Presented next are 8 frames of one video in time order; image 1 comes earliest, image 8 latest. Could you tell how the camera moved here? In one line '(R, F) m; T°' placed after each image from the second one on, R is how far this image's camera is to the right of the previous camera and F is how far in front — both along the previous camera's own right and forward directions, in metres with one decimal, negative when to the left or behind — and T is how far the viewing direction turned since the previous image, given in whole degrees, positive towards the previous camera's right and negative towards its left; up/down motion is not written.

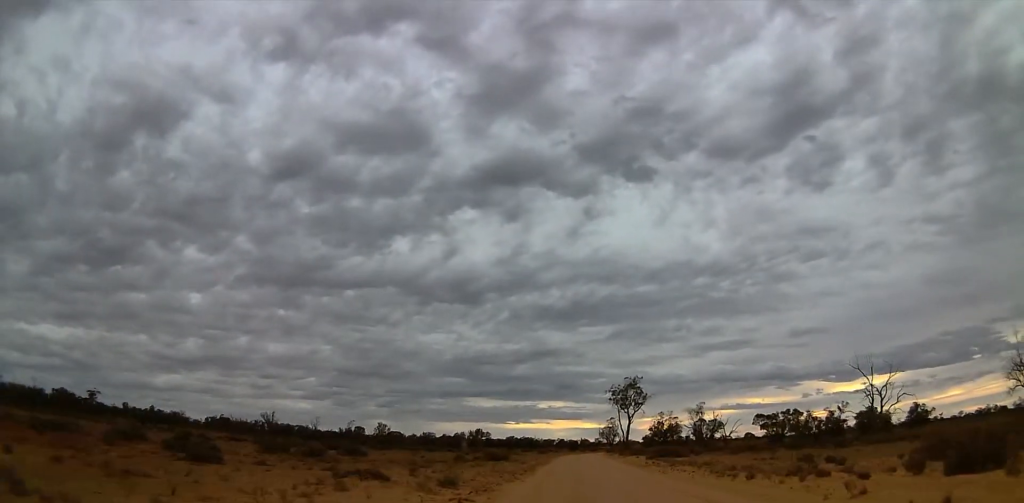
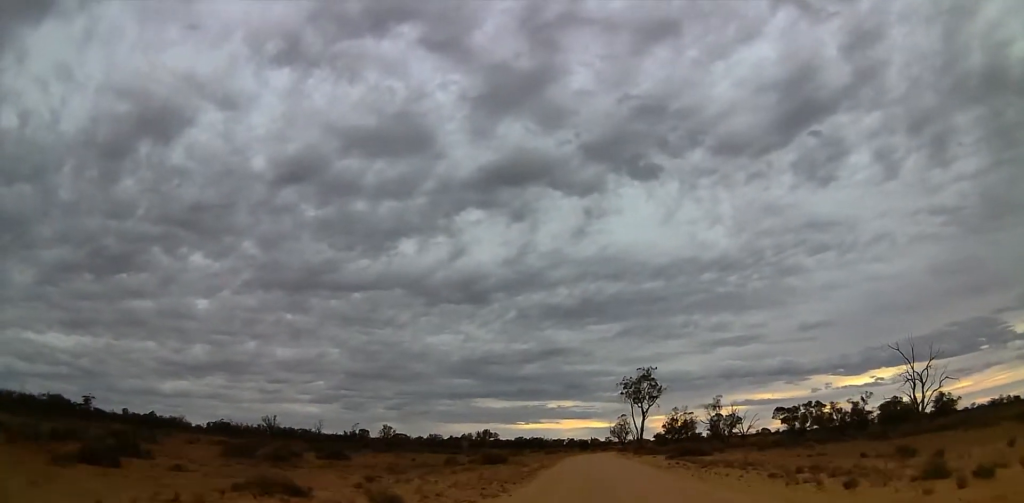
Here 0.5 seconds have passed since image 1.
(+0.9, +7.5) m; +1°
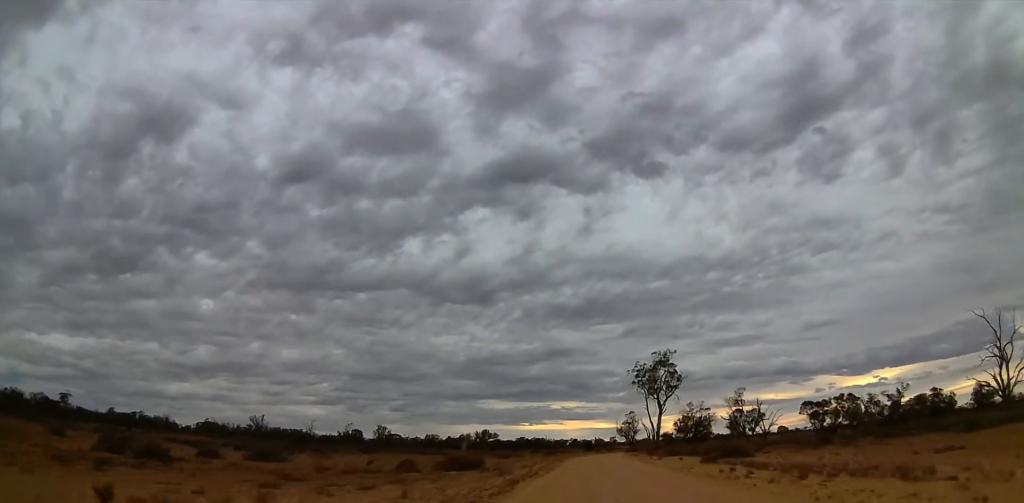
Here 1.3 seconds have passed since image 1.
(+0.1, +14.1) m; 0°
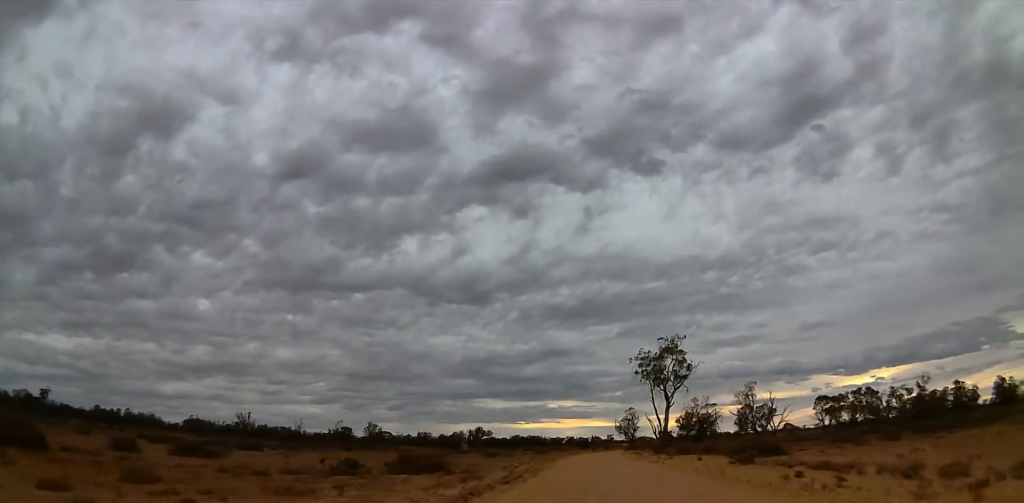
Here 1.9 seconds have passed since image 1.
(-0.3, +8.7) m; -2°
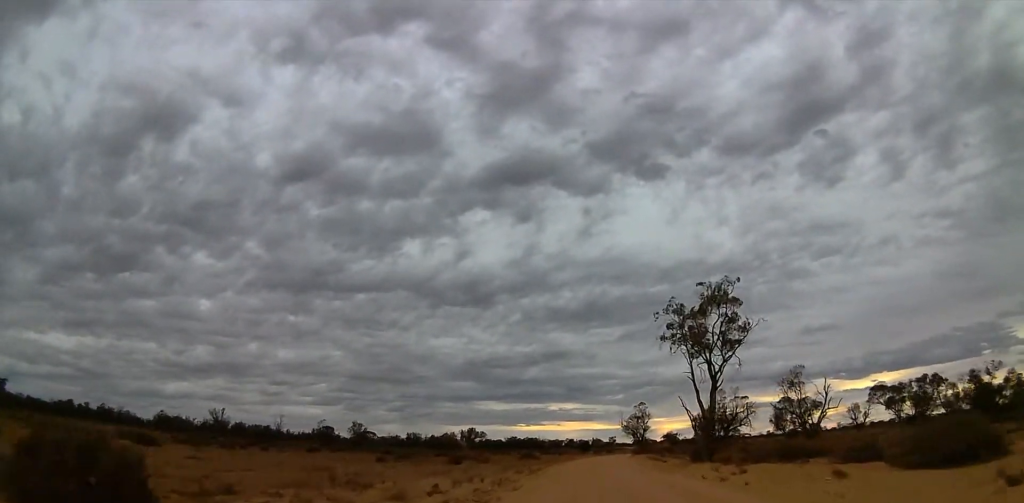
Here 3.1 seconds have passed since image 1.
(+0.1, +20.5) m; -1°
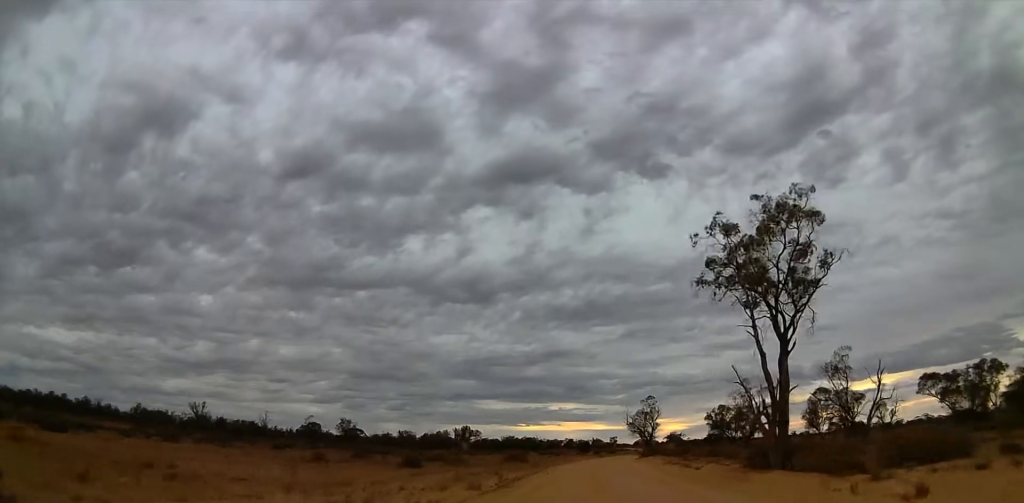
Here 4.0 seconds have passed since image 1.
(-0.2, +13.5) m; -2°
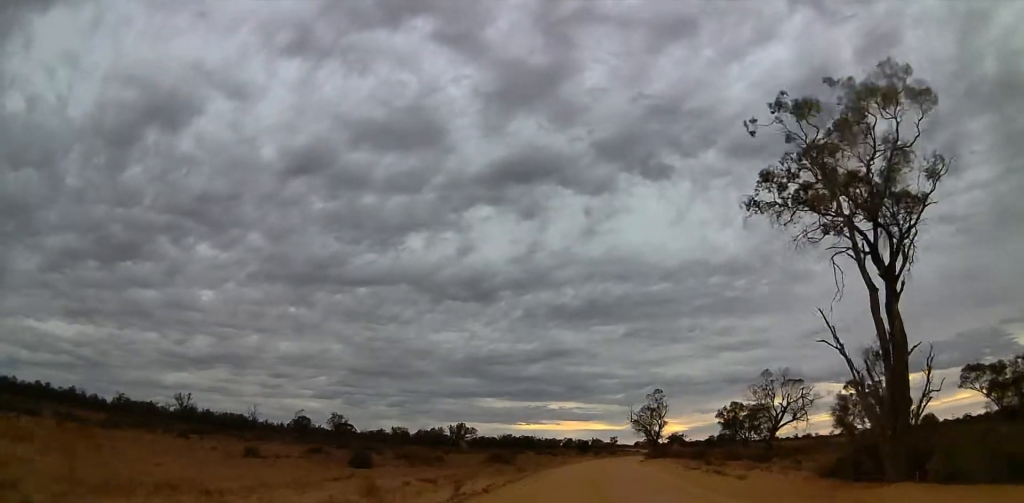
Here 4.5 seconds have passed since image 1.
(-0.5, +9.1) m; +1°
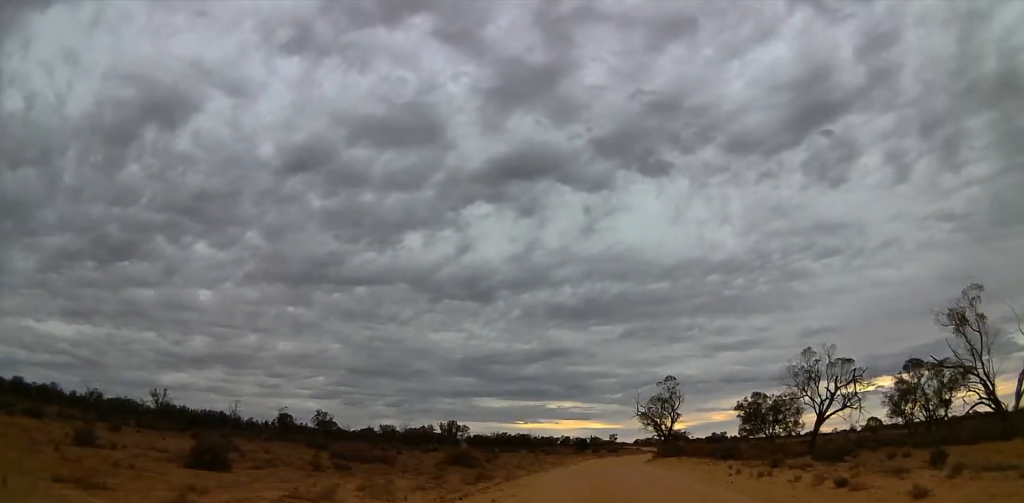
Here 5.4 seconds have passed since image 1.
(+0.5, +13.2) m; +1°
